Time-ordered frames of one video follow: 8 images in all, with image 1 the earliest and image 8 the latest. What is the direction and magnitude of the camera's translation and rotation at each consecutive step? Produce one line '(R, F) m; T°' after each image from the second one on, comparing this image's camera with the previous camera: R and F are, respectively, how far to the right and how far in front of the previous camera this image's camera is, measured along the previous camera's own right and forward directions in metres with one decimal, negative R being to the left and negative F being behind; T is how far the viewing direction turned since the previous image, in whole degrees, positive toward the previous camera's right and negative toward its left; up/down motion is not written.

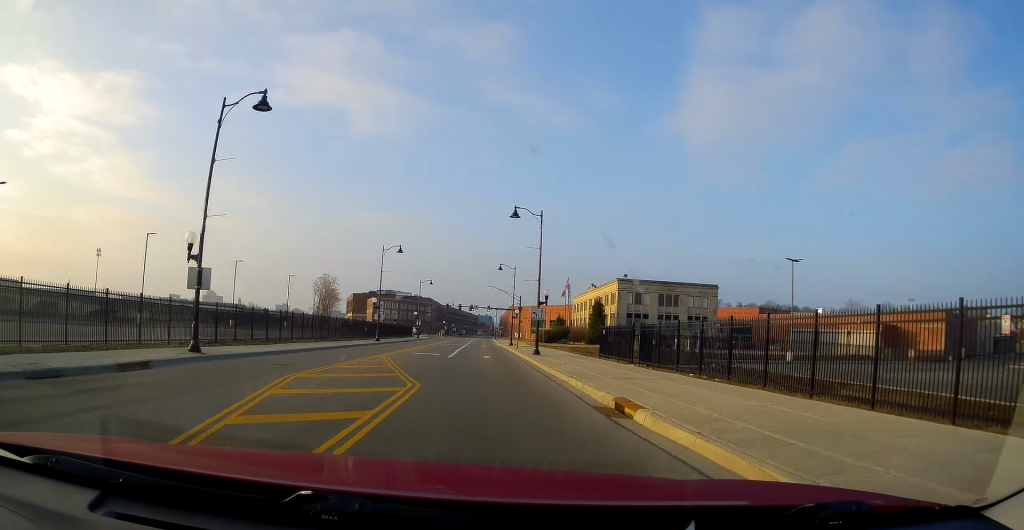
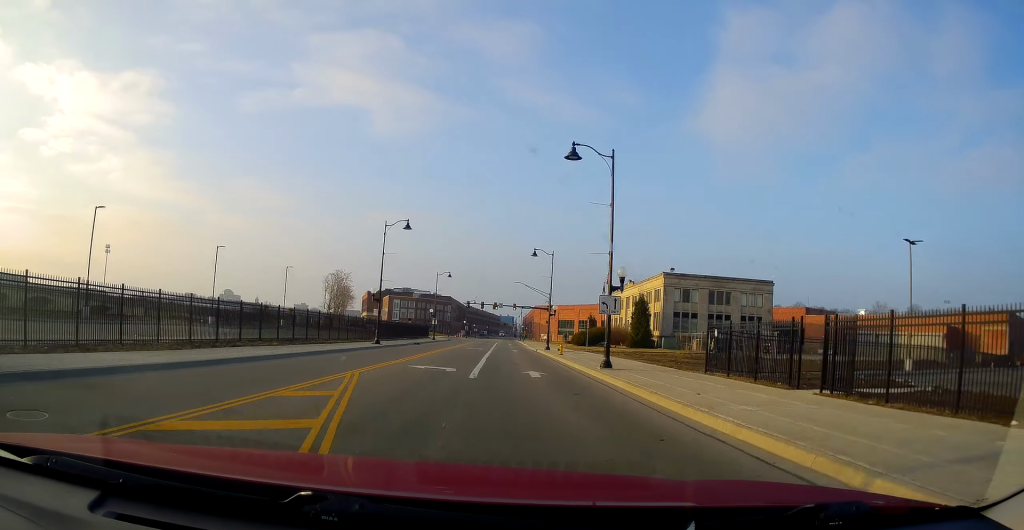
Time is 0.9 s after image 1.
(0.0, +13.1) m; -1°
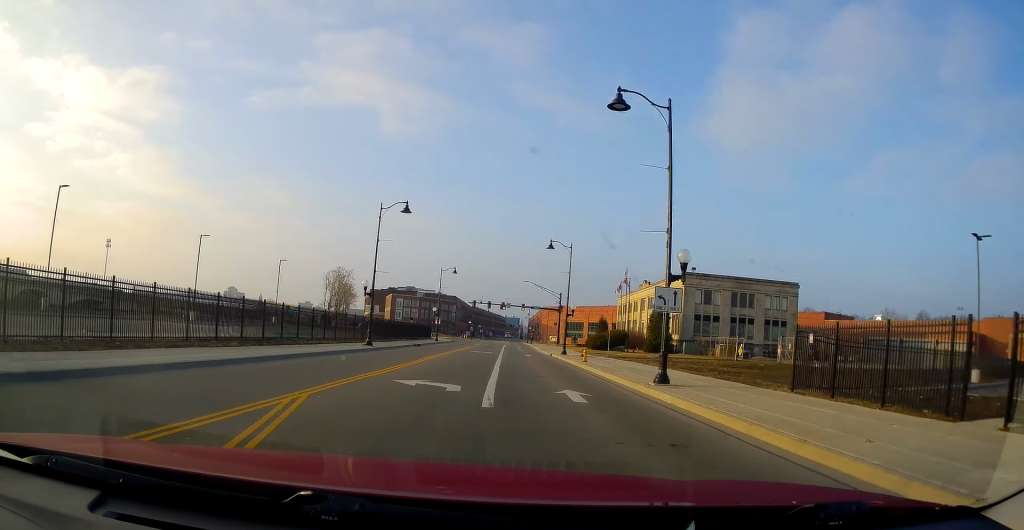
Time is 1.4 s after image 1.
(+0.3, +6.1) m; -1°
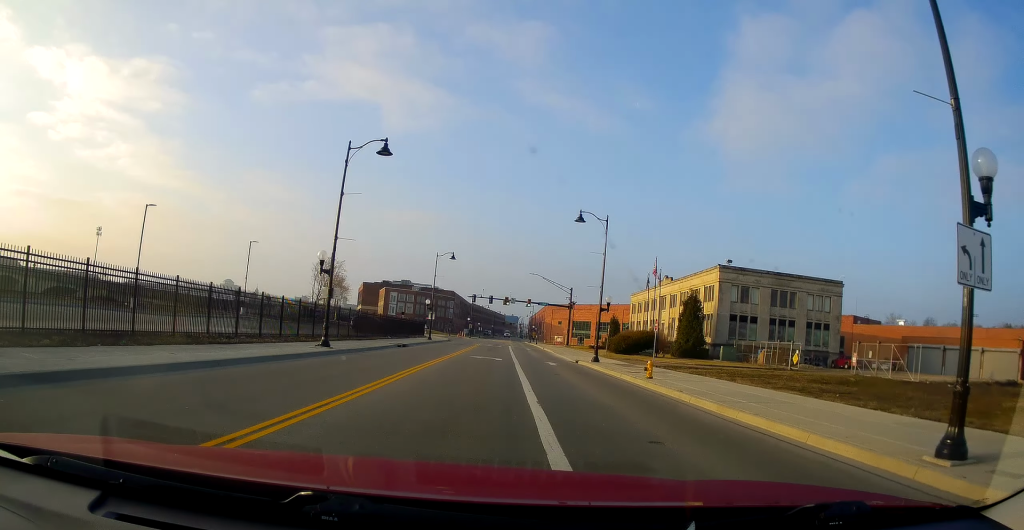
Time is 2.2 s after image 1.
(-0.7, +11.9) m; -2°
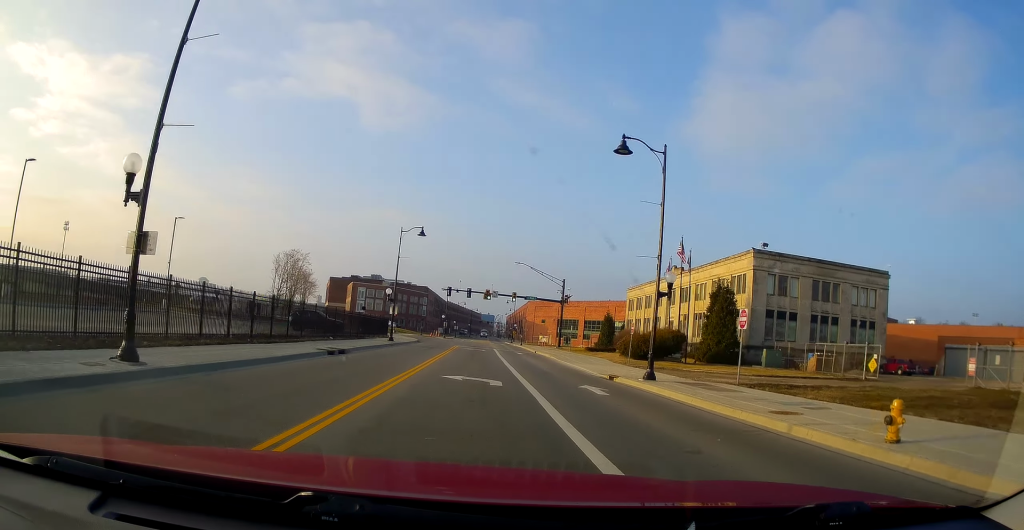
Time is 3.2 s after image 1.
(+0.1, +14.6) m; 0°
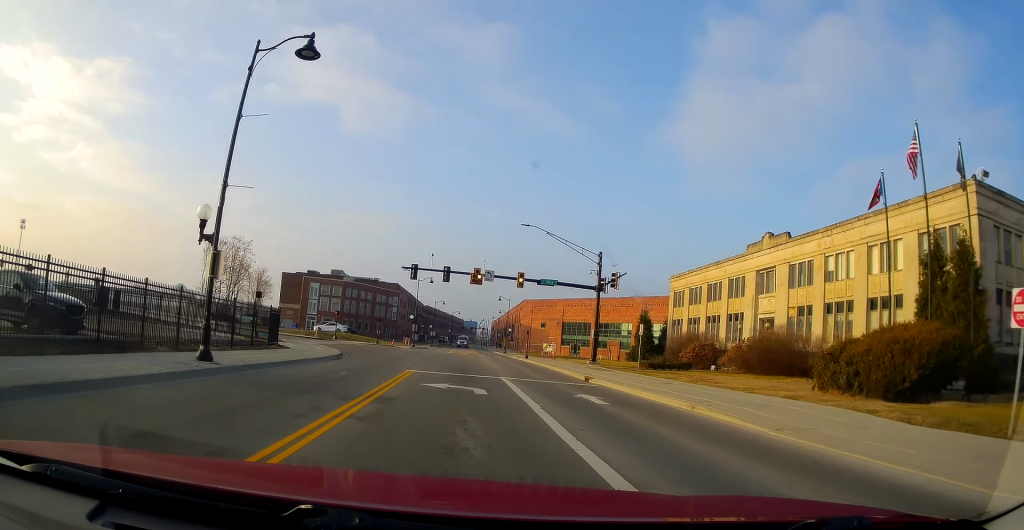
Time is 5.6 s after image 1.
(-0.6, +30.0) m; -1°
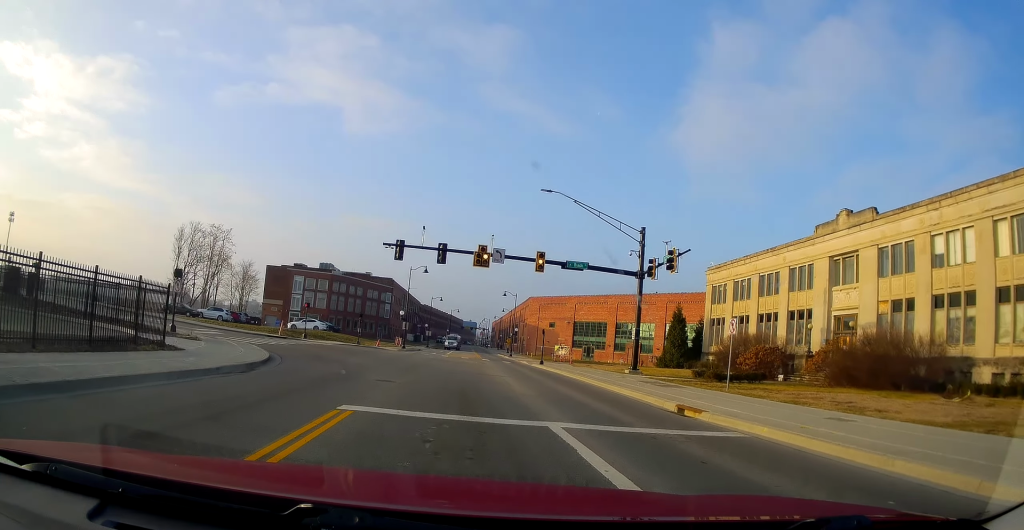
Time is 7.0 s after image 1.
(+0.1, +12.4) m; +3°
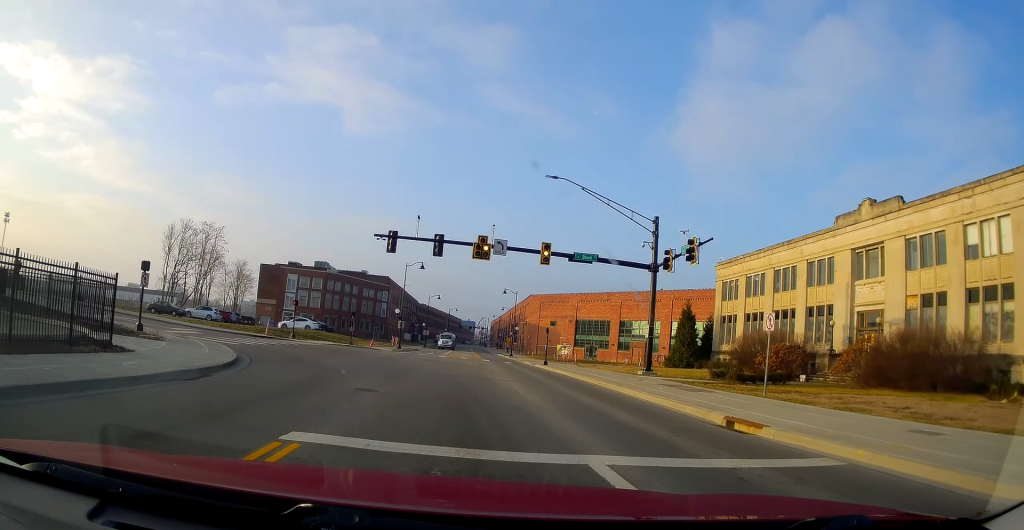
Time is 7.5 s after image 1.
(-0.2, +3.7) m; +2°
